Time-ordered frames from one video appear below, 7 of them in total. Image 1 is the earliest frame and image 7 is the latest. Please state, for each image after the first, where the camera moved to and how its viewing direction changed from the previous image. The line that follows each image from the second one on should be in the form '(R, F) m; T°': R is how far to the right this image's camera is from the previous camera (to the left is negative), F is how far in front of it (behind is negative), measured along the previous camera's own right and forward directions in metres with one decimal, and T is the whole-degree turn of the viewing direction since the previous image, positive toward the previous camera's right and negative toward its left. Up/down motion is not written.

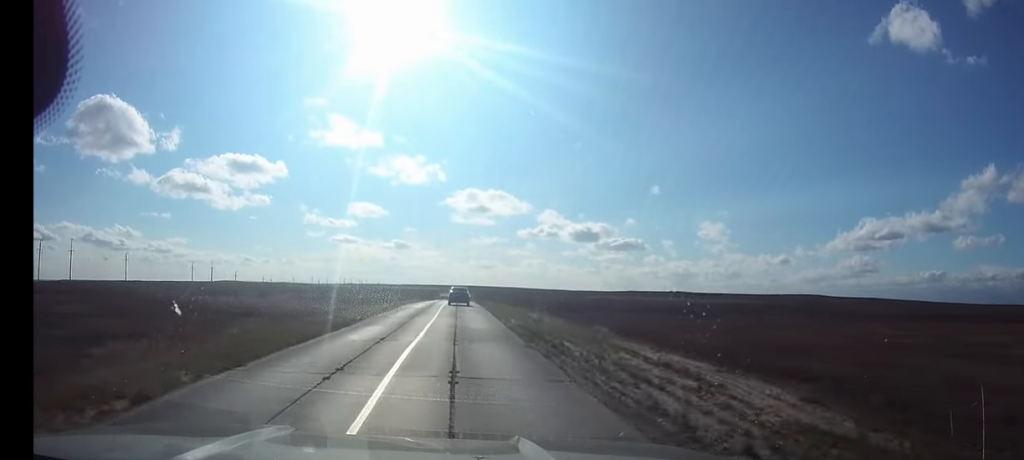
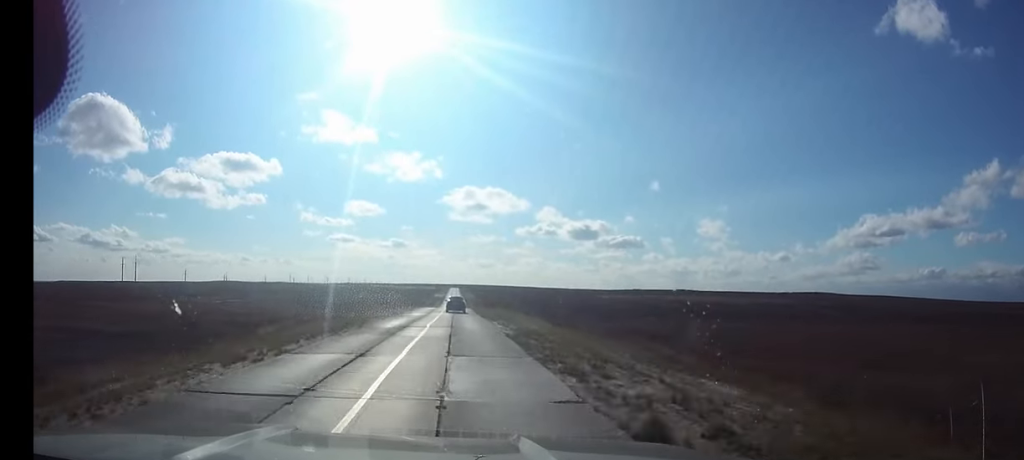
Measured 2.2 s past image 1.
(0.0, +49.6) m; 0°
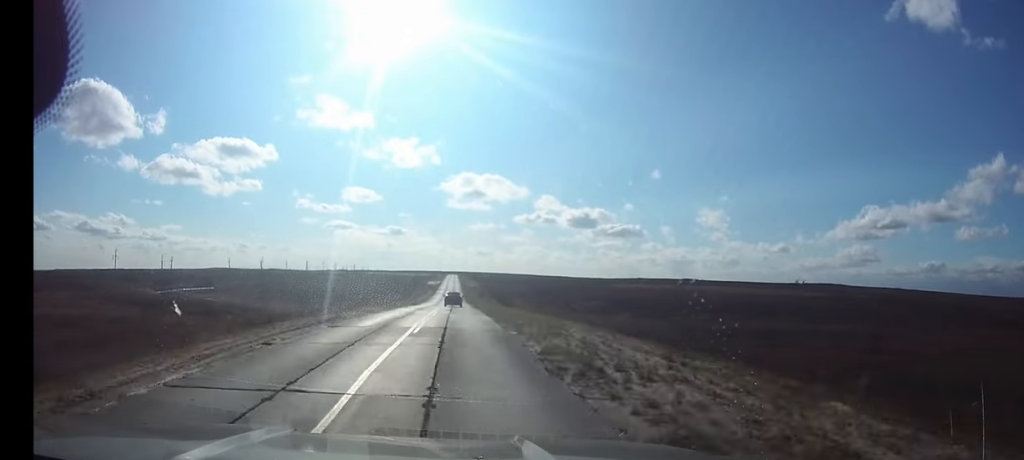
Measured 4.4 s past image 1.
(0.0, +48.0) m; 0°
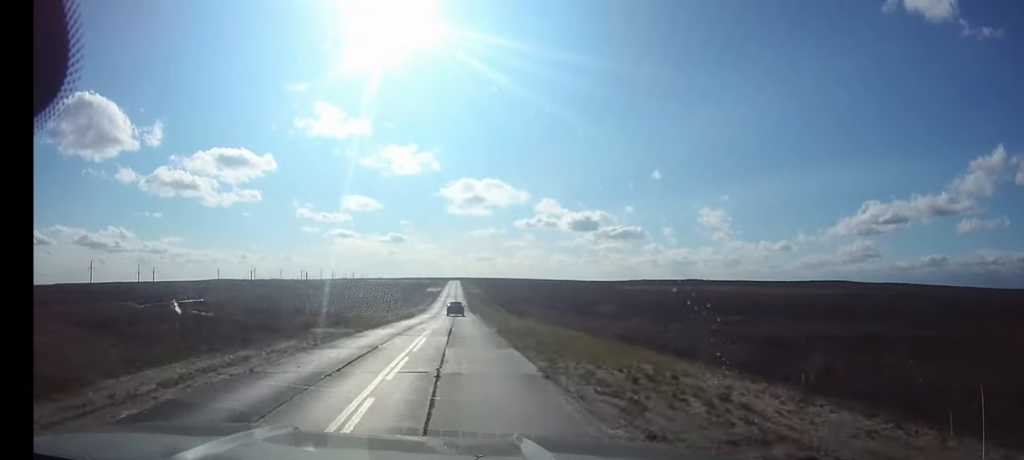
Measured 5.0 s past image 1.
(0.0, +13.9) m; 0°
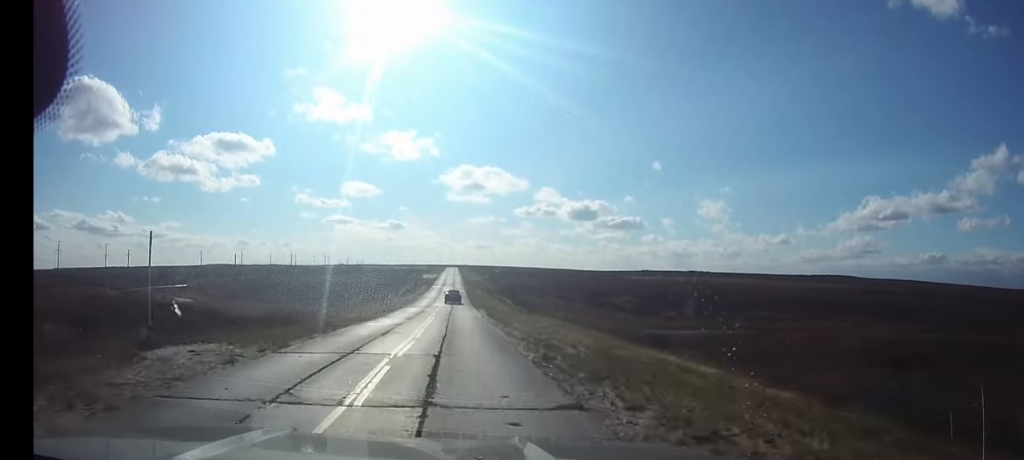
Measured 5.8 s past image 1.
(0.0, +15.9) m; 0°
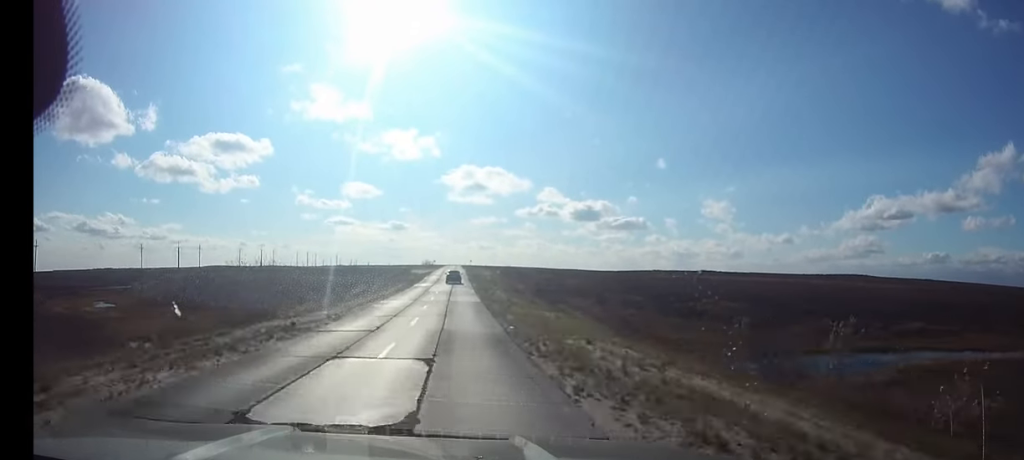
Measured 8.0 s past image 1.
(-0.1, +48.7) m; 0°
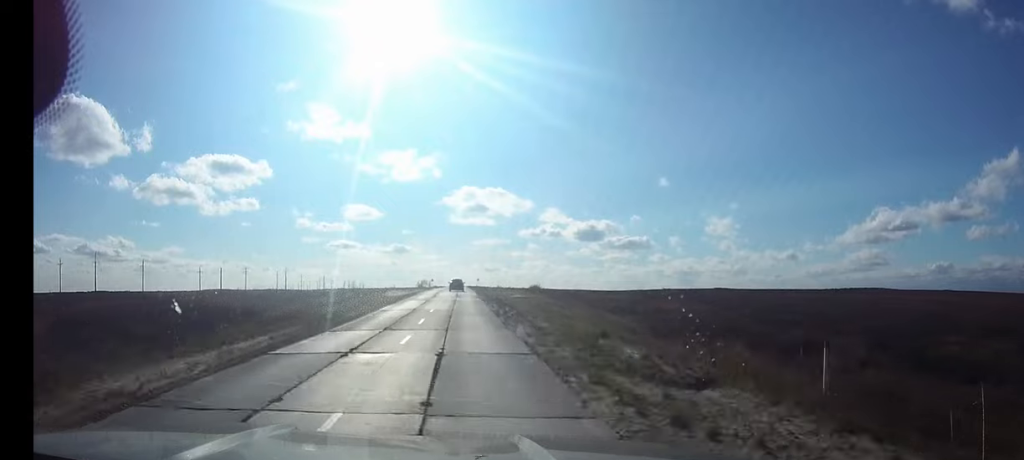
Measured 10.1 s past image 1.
(-0.2, +45.2) m; 0°
